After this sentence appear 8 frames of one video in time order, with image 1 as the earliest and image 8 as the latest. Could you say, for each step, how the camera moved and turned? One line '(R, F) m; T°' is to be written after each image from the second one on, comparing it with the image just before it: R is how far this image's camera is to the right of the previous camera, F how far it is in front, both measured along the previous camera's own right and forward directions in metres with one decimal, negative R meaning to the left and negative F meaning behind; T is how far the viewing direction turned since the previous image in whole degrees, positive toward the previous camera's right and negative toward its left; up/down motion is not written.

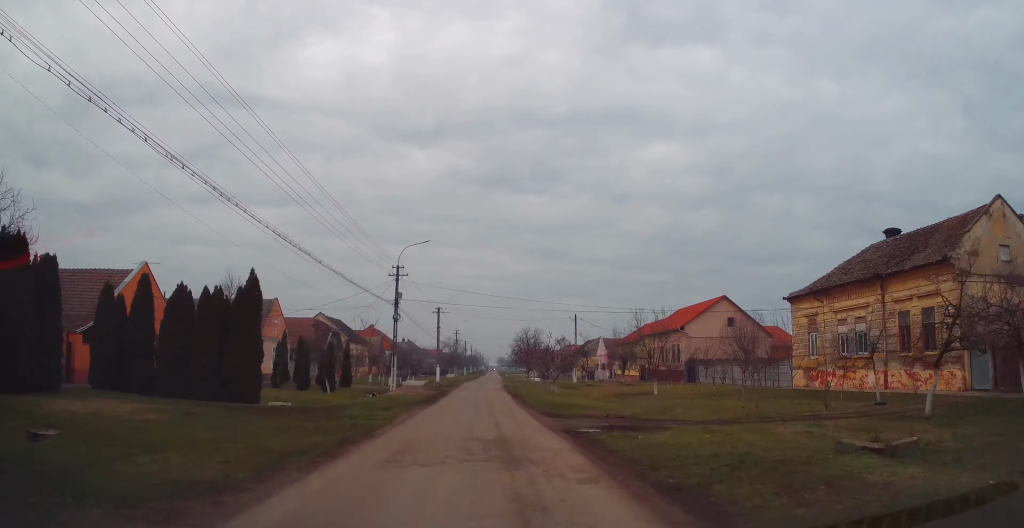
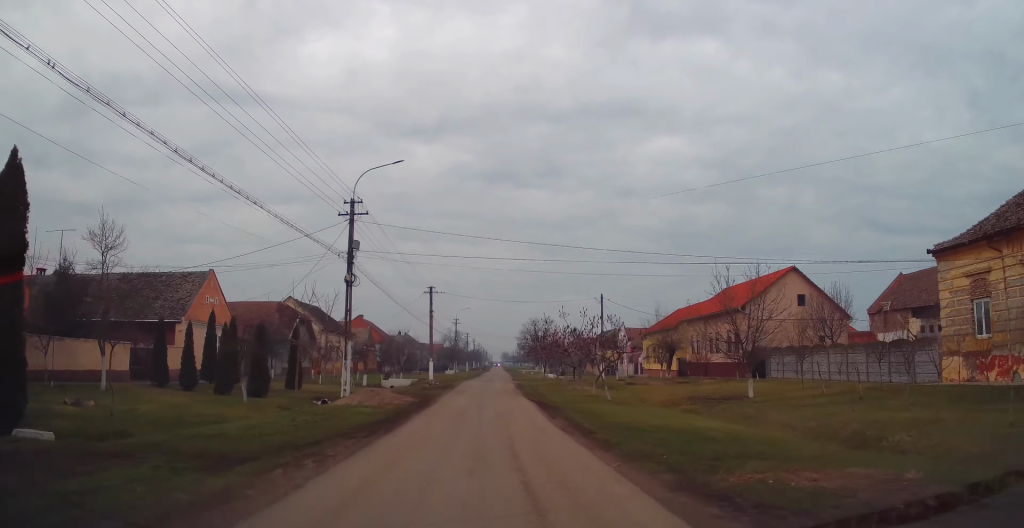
(-0.3, +14.8) m; 0°
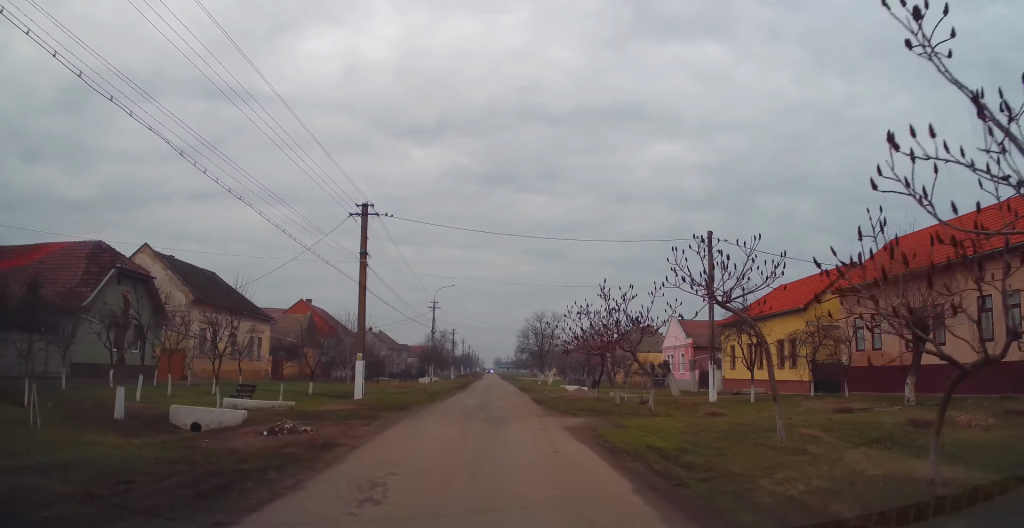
(-0.1, +30.8) m; +1°
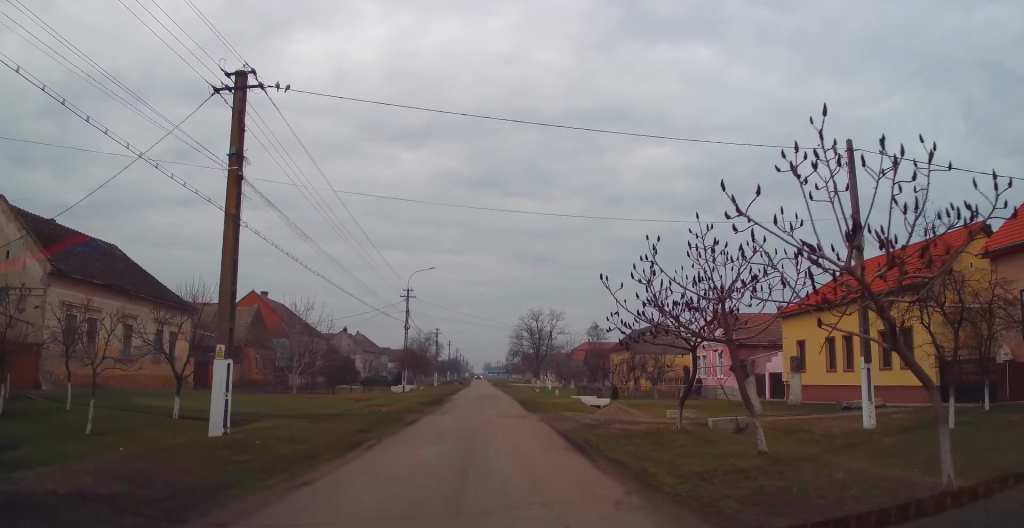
(+0.3, +13.7) m; +1°
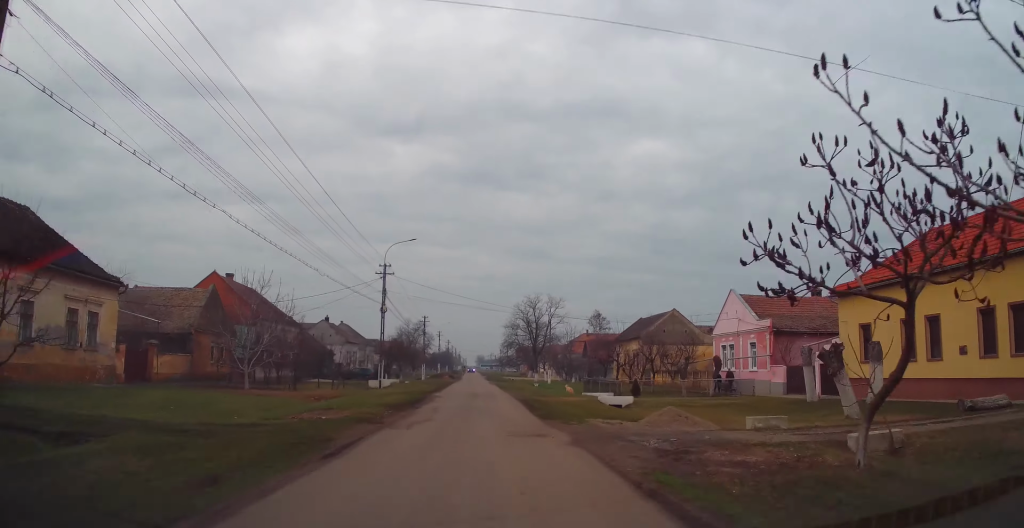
(0.0, +8.2) m; 0°
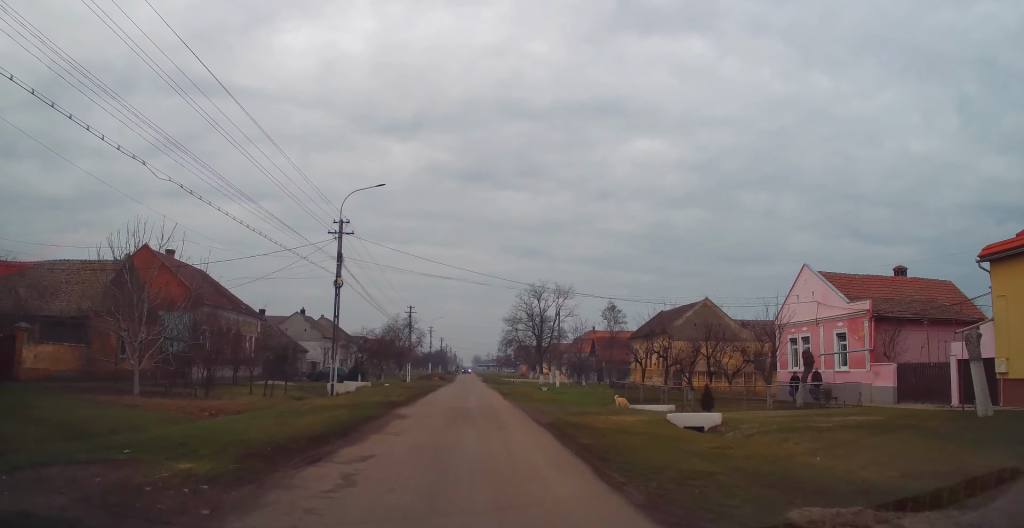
(0.0, +12.4) m; 0°
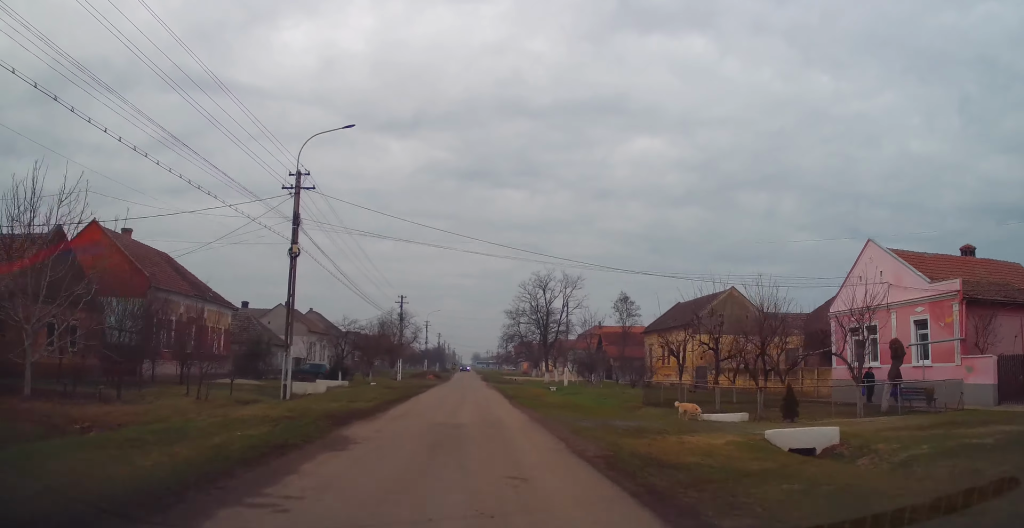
(0.0, +6.9) m; 0°
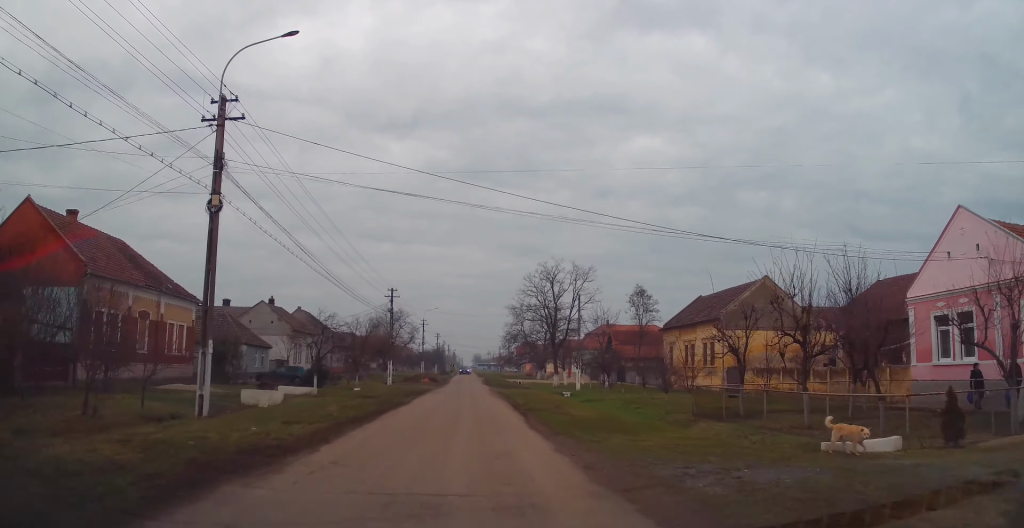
(0.0, +6.9) m; 0°
